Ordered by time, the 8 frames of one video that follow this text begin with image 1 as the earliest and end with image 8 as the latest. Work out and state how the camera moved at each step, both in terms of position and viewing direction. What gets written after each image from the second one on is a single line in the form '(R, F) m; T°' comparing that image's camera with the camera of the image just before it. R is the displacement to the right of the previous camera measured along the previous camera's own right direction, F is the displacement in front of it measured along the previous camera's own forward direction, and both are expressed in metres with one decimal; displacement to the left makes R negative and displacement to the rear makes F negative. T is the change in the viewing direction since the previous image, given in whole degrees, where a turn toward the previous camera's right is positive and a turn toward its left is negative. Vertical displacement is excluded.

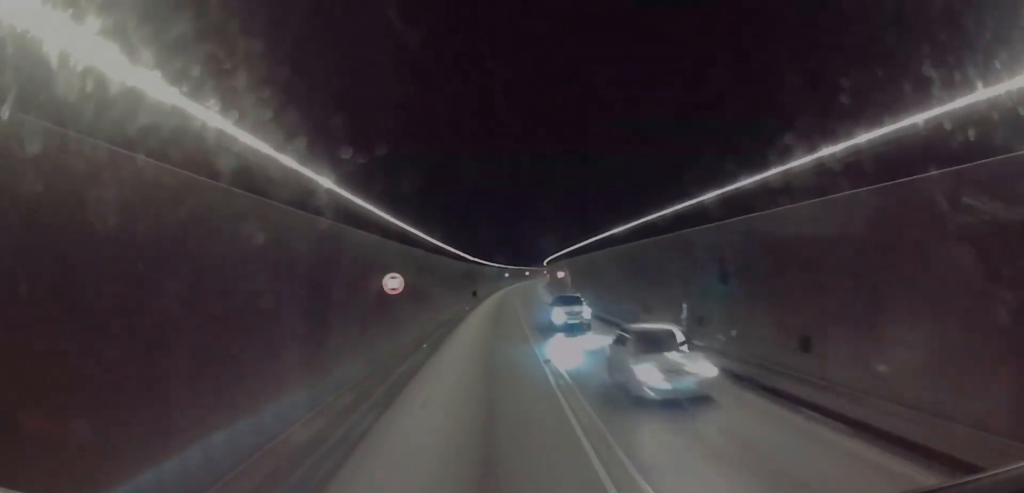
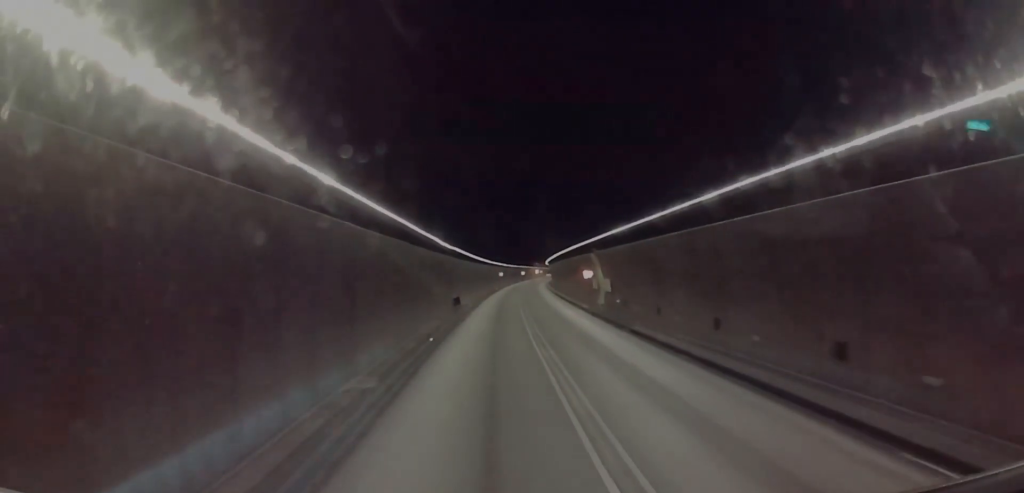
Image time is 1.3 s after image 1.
(0.0, +23.1) m; 0°
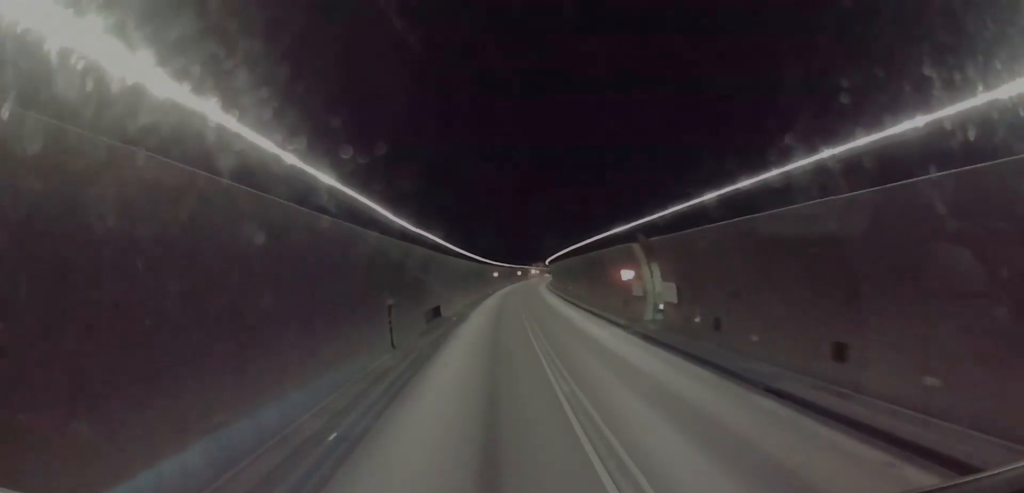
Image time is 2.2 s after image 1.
(0.0, +14.4) m; 0°
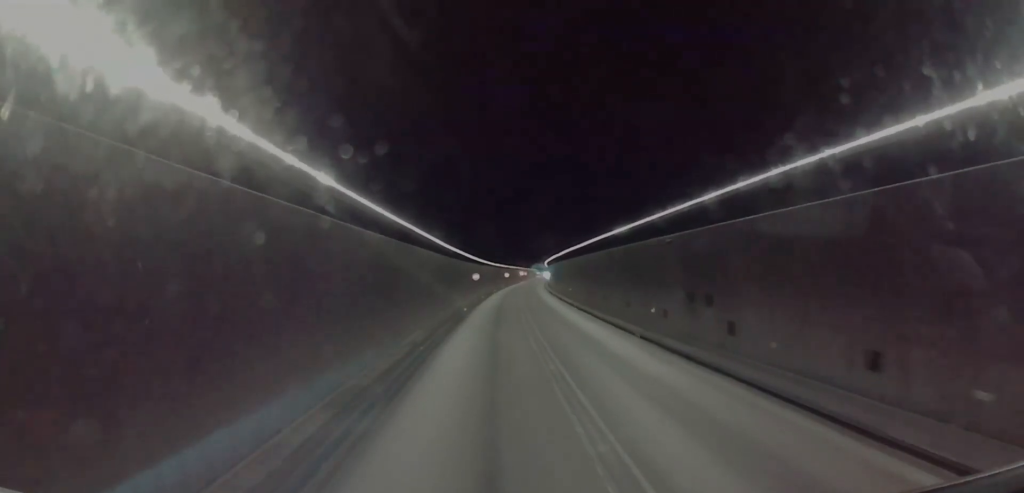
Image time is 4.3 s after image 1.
(+0.8, +37.5) m; +3°
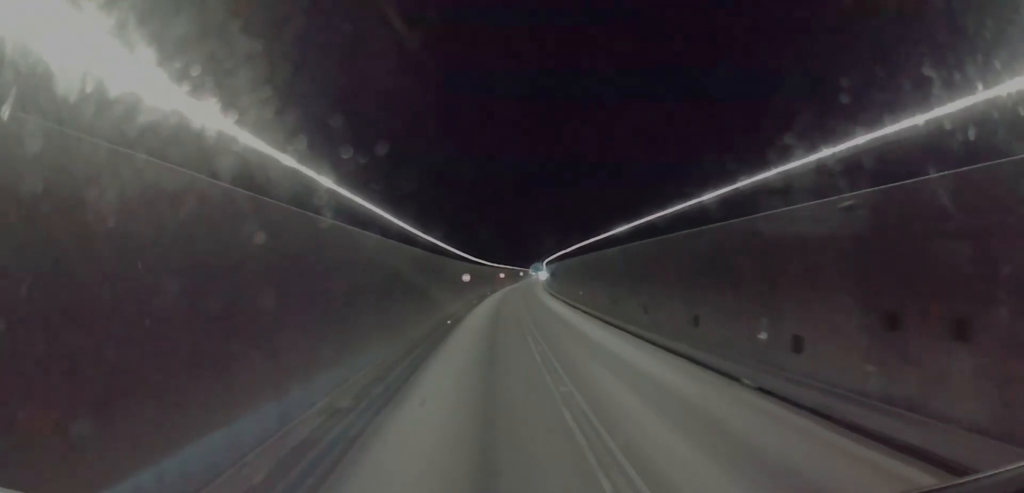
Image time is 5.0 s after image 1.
(+0.1, +11.5) m; +1°
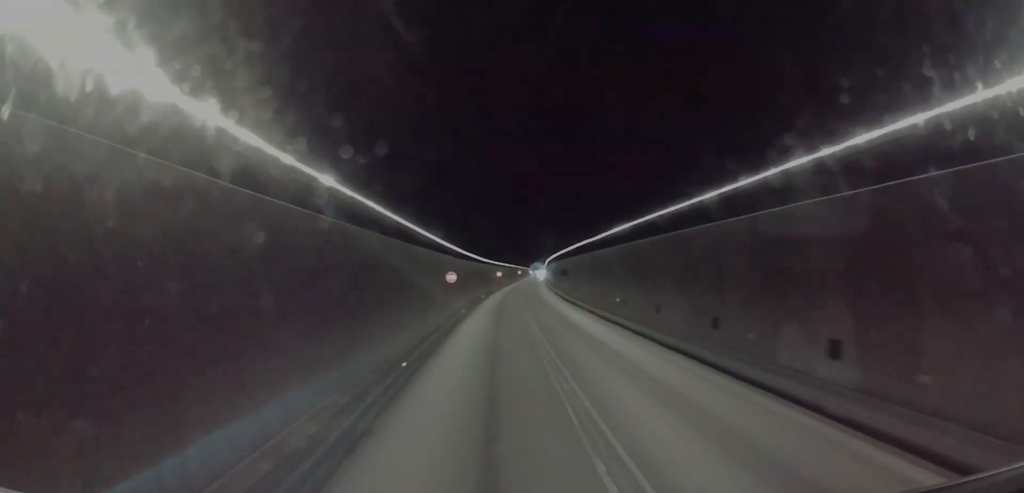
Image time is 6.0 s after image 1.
(+0.2, +16.4) m; +1°
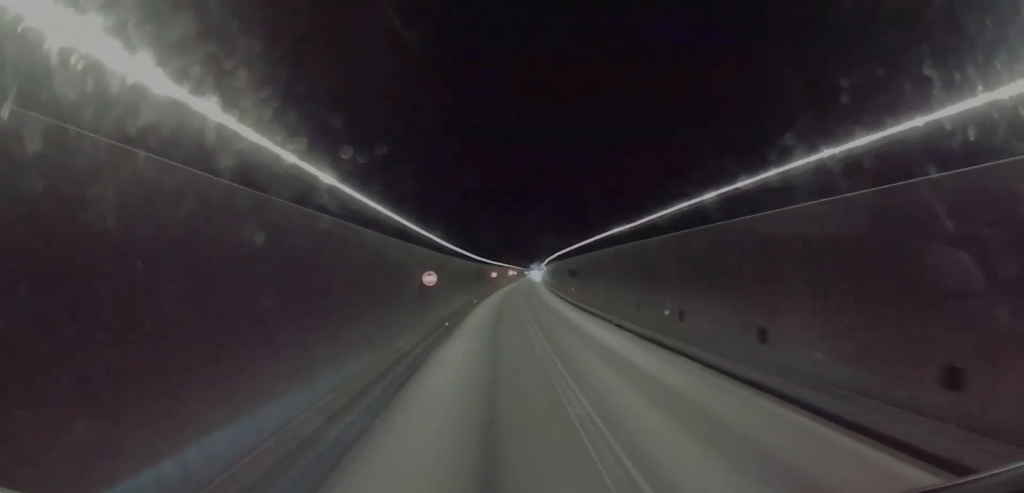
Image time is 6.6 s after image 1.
(+0.3, +10.6) m; 0°
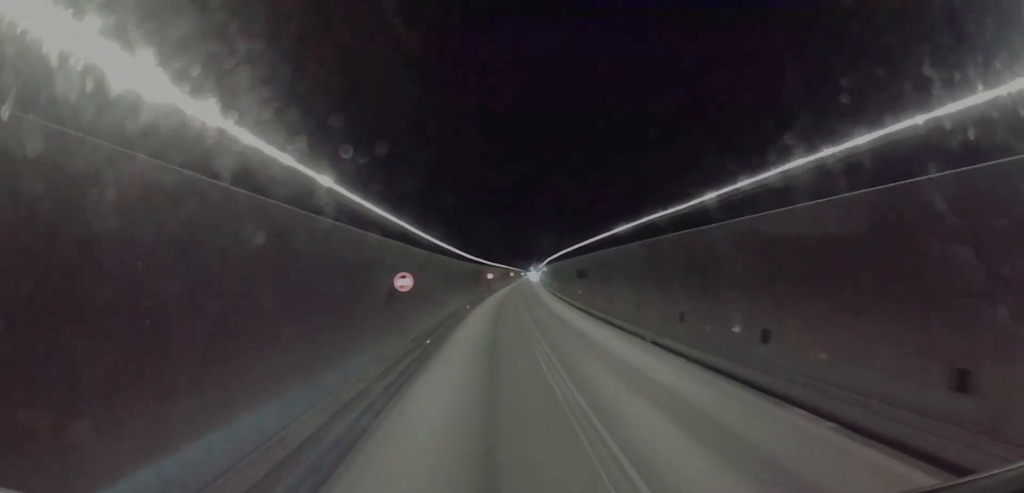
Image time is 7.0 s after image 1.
(-0.2, +7.7) m; -1°
